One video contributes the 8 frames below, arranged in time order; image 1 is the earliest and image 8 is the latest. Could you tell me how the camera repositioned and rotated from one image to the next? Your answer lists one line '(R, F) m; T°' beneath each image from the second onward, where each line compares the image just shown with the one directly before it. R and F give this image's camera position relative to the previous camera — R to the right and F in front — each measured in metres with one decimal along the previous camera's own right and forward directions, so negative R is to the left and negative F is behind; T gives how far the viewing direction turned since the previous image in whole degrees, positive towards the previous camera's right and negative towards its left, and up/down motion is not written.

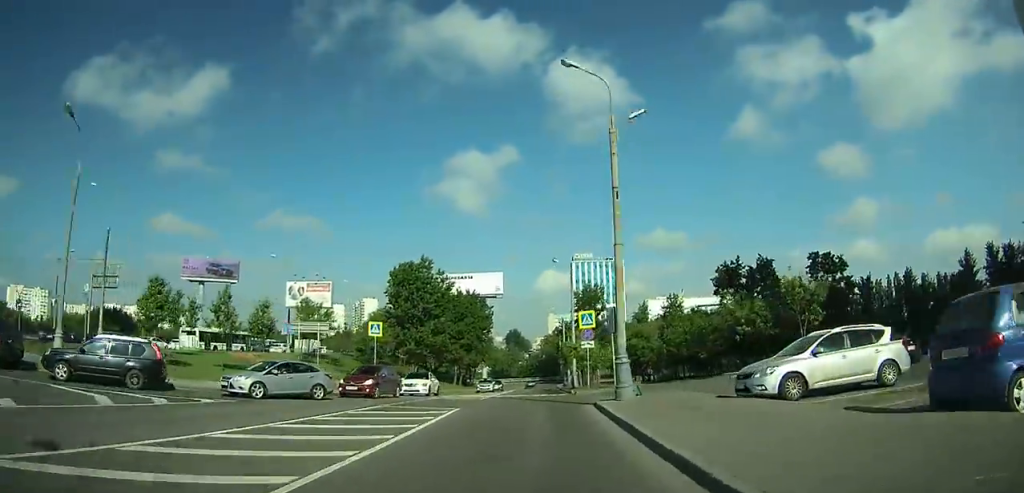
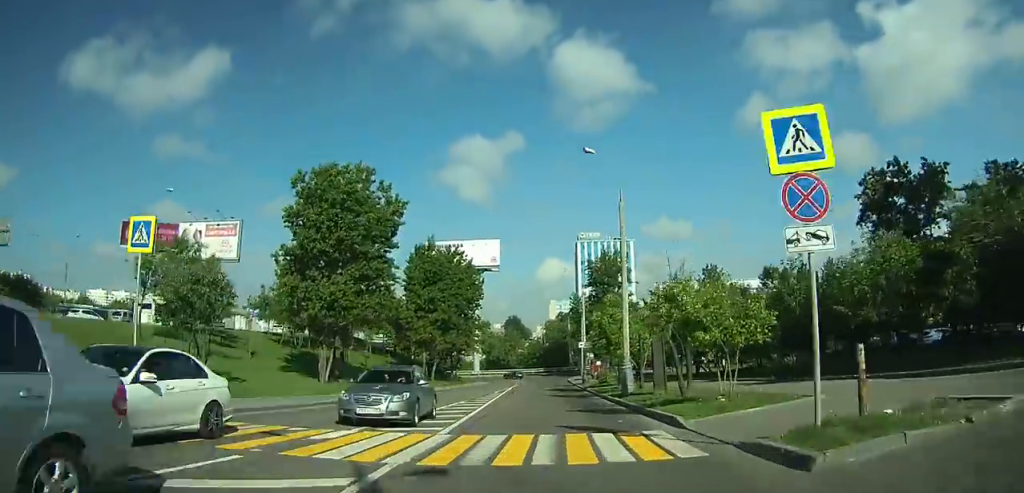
(-0.2, +25.1) m; -1°
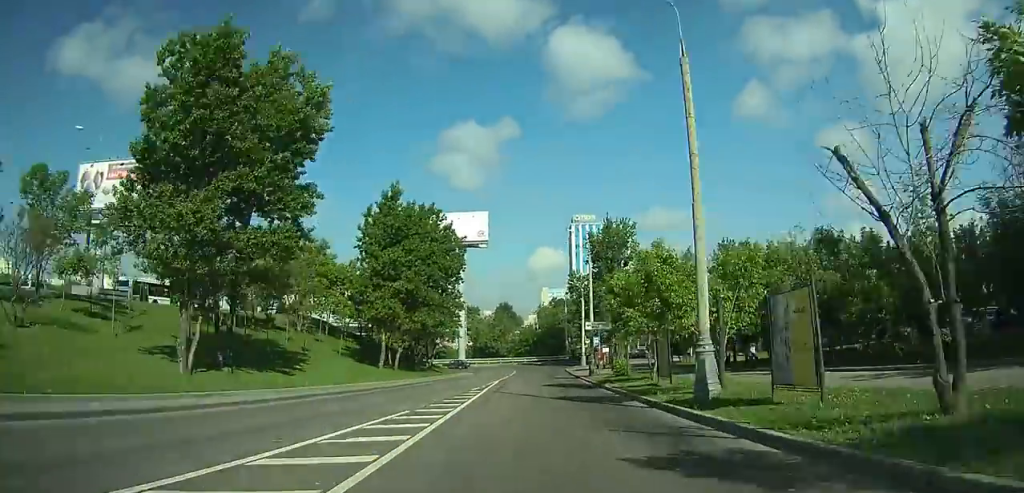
(-0.1, +12.2) m; 0°
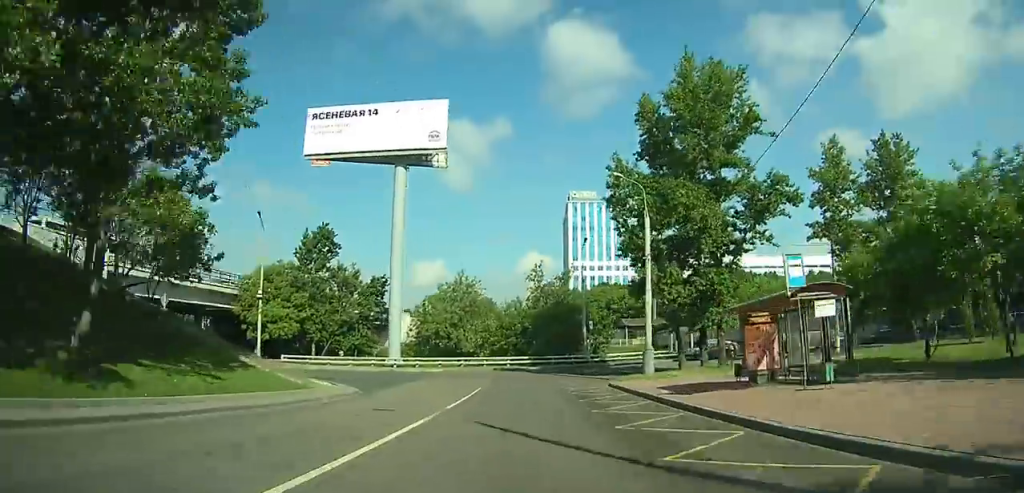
(+0.3, +40.3) m; 0°
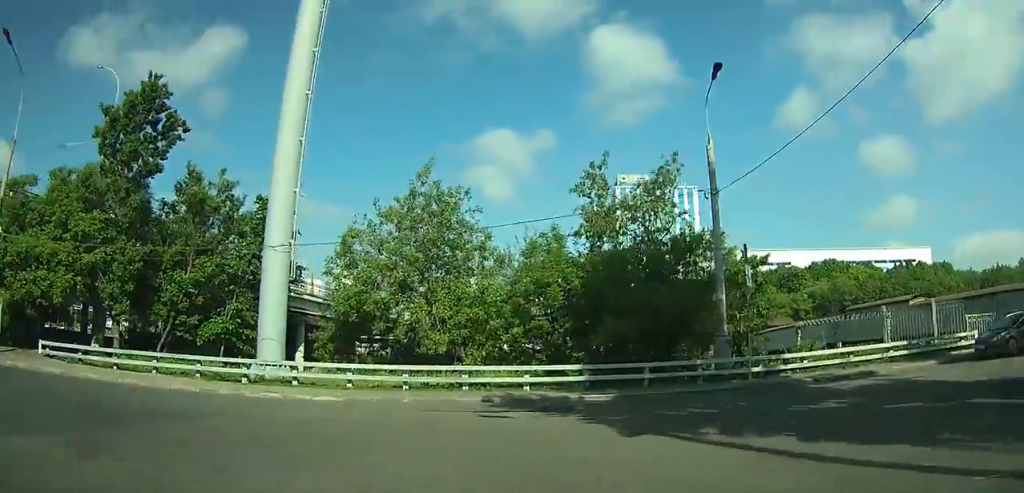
(-2.6, +30.5) m; -23°
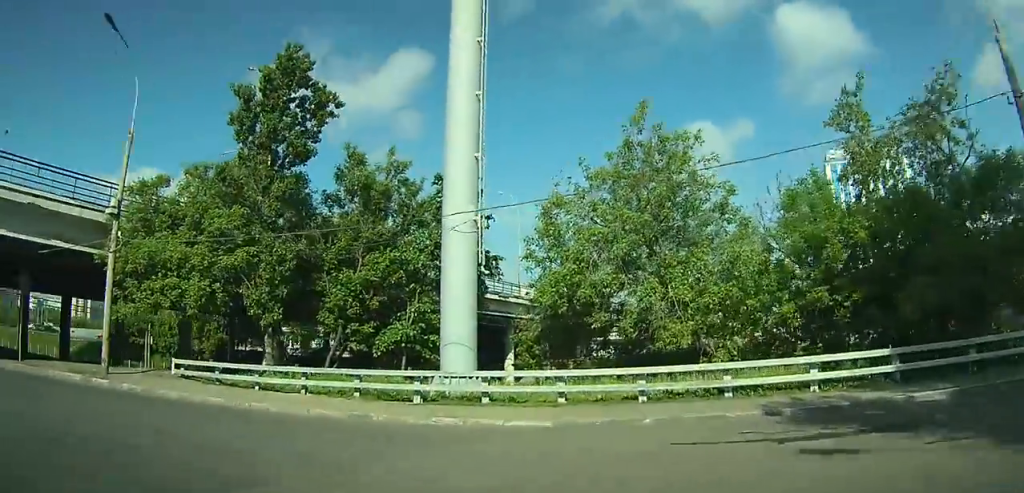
(+0.2, +7.8) m; -16°
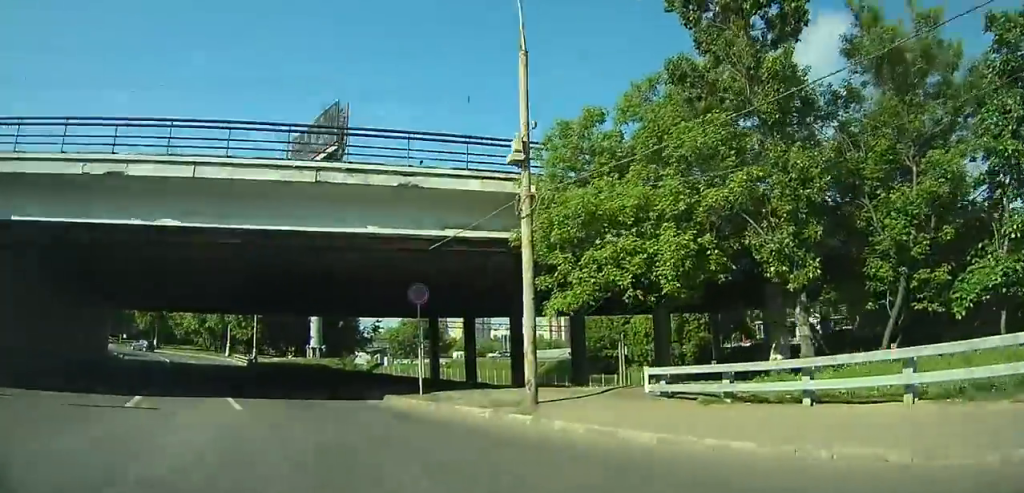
(-2.5, +9.5) m; -21°
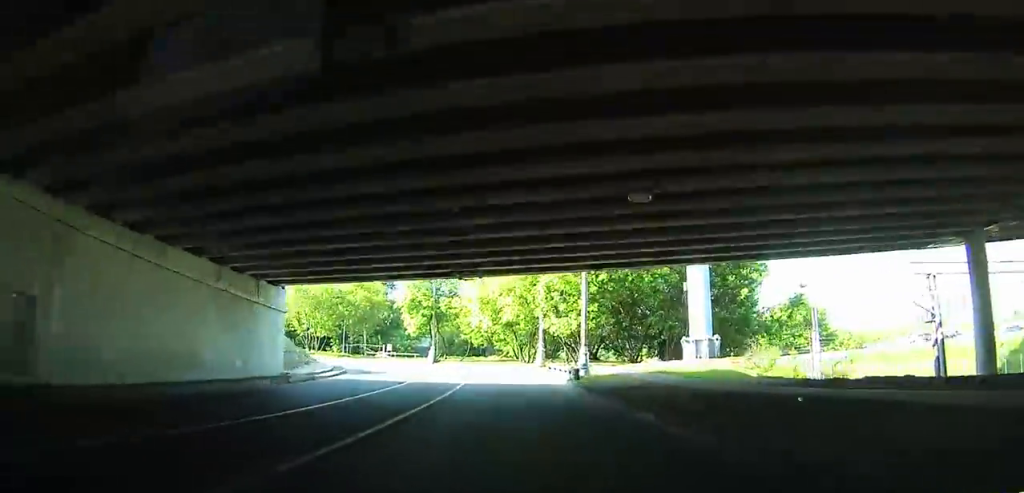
(-10.8, +27.3) m; -38°
